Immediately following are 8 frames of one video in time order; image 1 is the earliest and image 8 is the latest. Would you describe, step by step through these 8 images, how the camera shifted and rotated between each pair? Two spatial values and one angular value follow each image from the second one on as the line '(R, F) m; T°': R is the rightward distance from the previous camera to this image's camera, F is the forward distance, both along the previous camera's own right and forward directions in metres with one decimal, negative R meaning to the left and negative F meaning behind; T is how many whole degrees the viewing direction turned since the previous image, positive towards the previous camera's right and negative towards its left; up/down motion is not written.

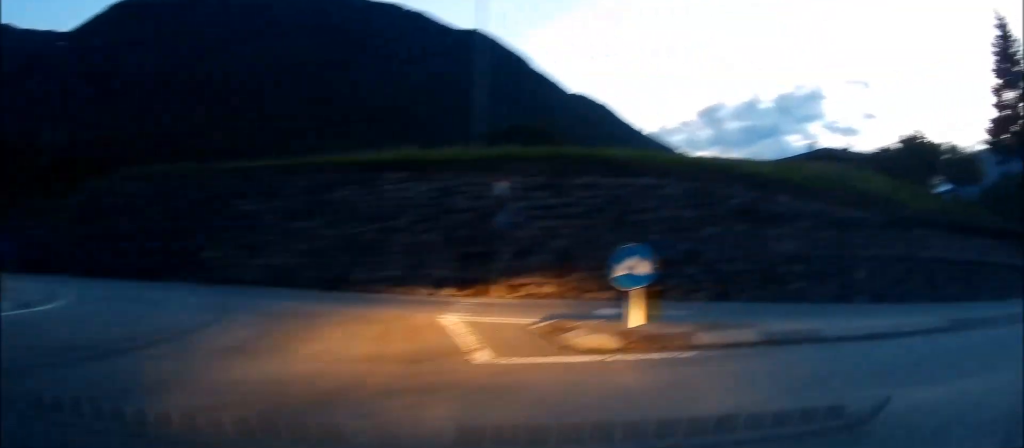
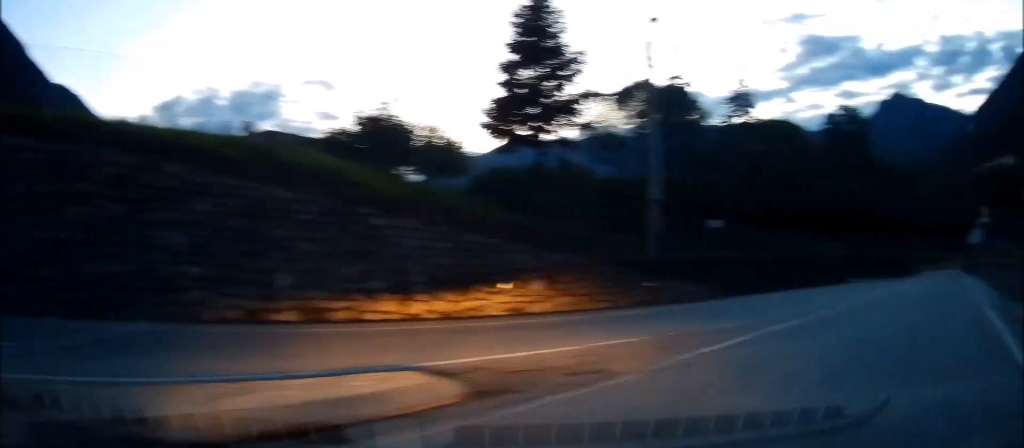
(+1.5, +4.2) m; +42°
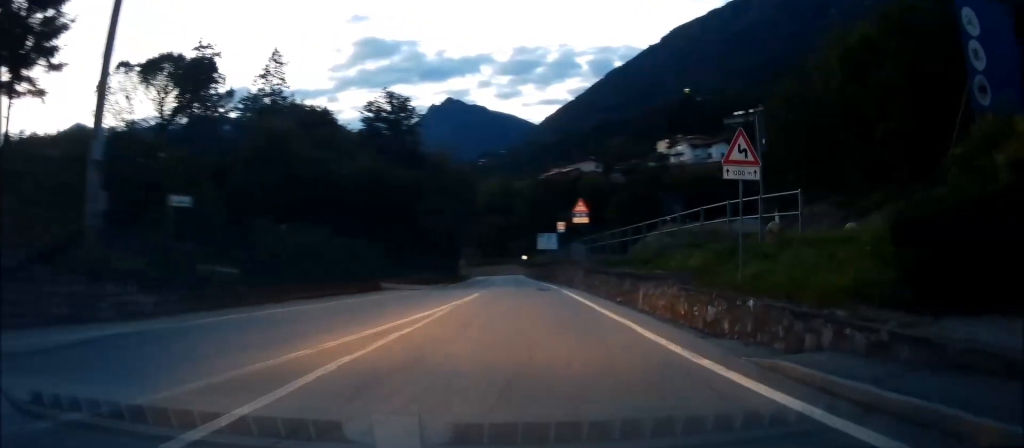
(+2.6, +6.0) m; +32°
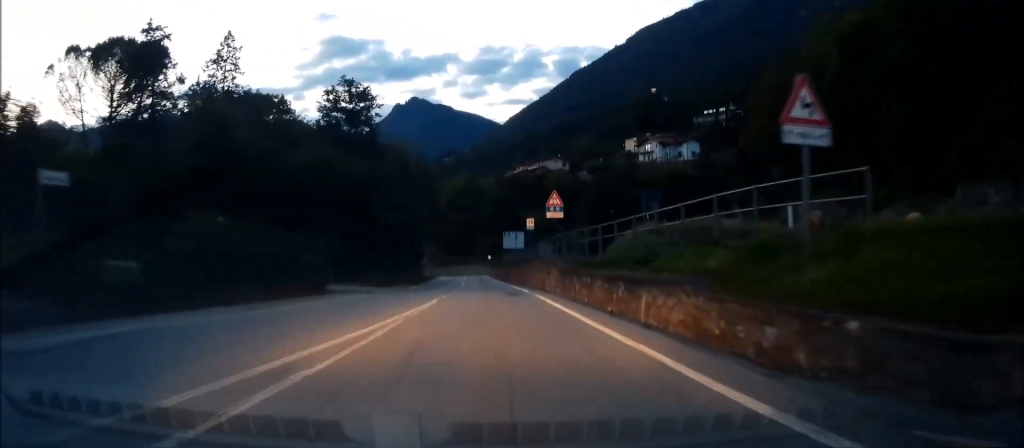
(+0.2, +3.8) m; +3°
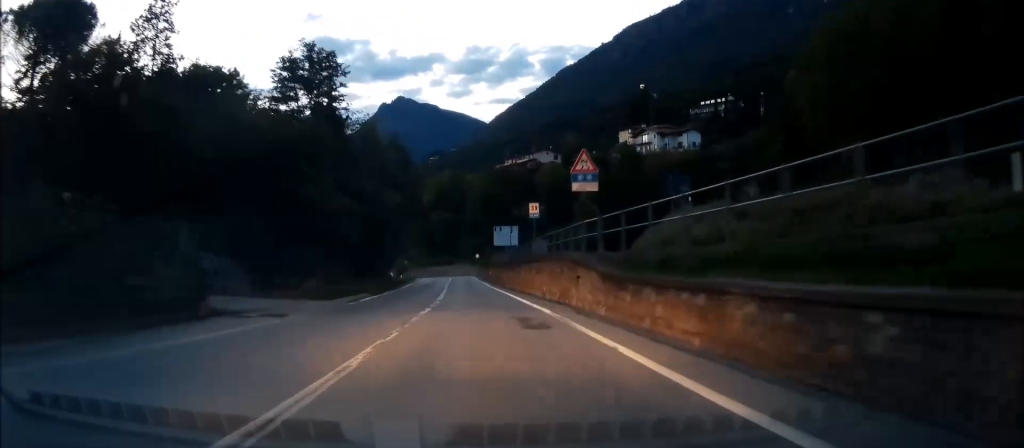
(0.0, +12.0) m; -1°
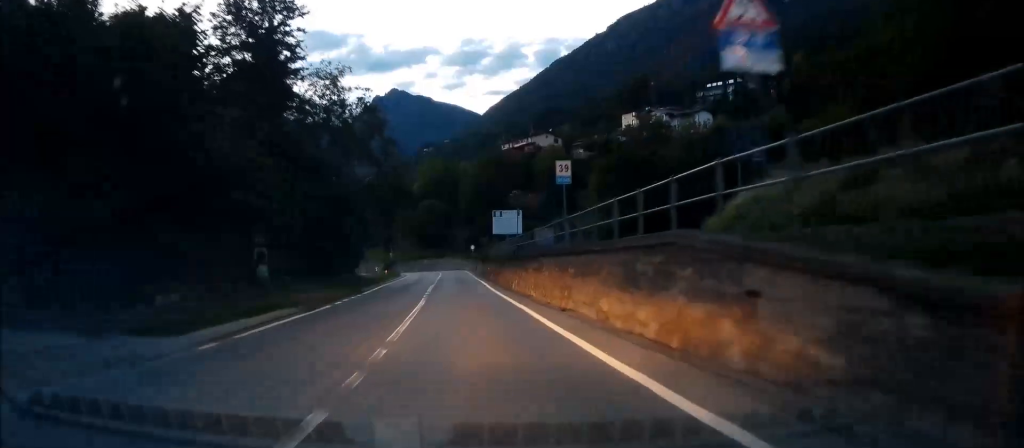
(+0.1, +13.5) m; +2°
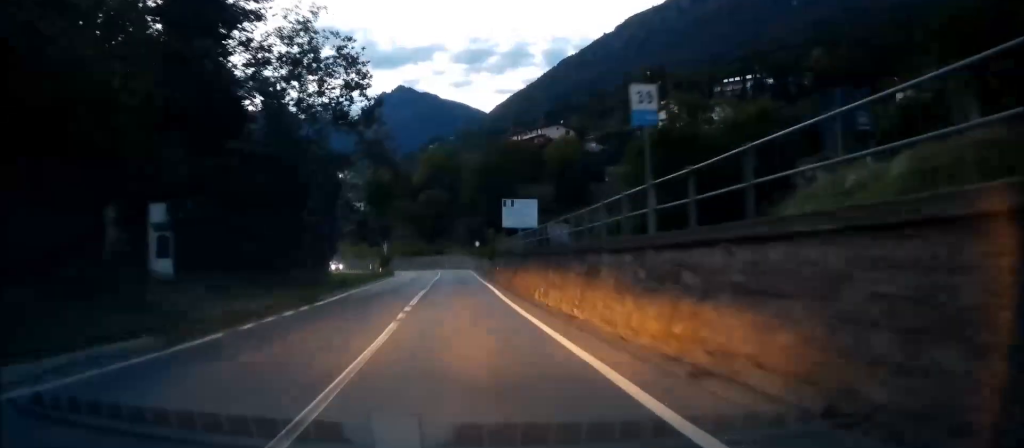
(+0.2, +10.2) m; 0°
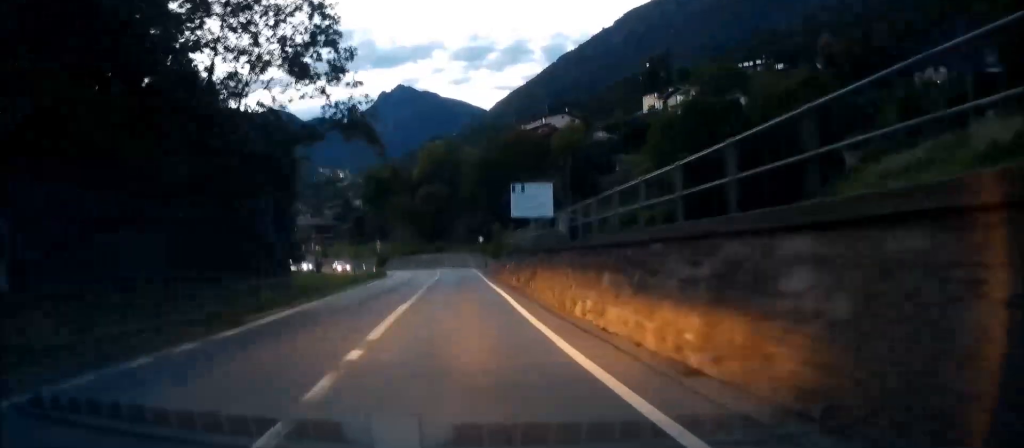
(+0.1, +8.0) m; -2°
